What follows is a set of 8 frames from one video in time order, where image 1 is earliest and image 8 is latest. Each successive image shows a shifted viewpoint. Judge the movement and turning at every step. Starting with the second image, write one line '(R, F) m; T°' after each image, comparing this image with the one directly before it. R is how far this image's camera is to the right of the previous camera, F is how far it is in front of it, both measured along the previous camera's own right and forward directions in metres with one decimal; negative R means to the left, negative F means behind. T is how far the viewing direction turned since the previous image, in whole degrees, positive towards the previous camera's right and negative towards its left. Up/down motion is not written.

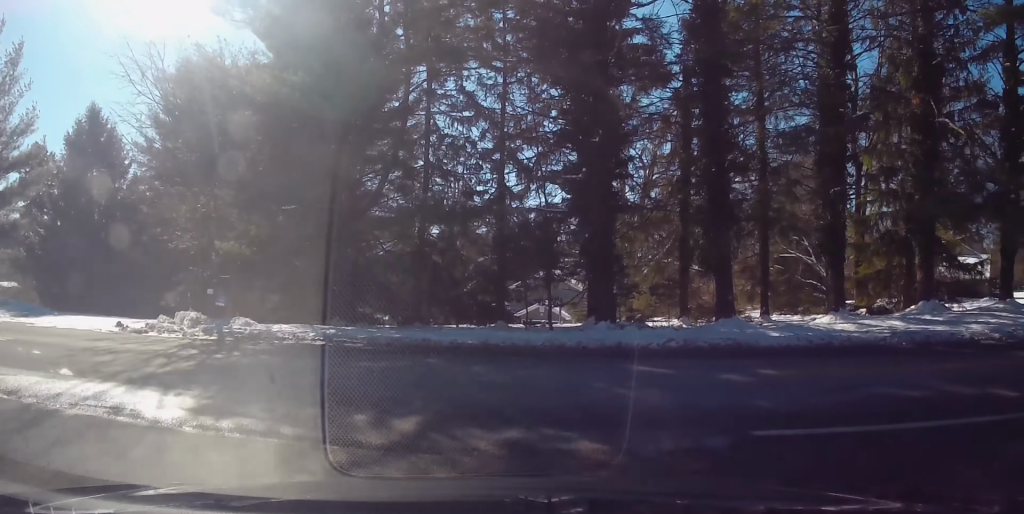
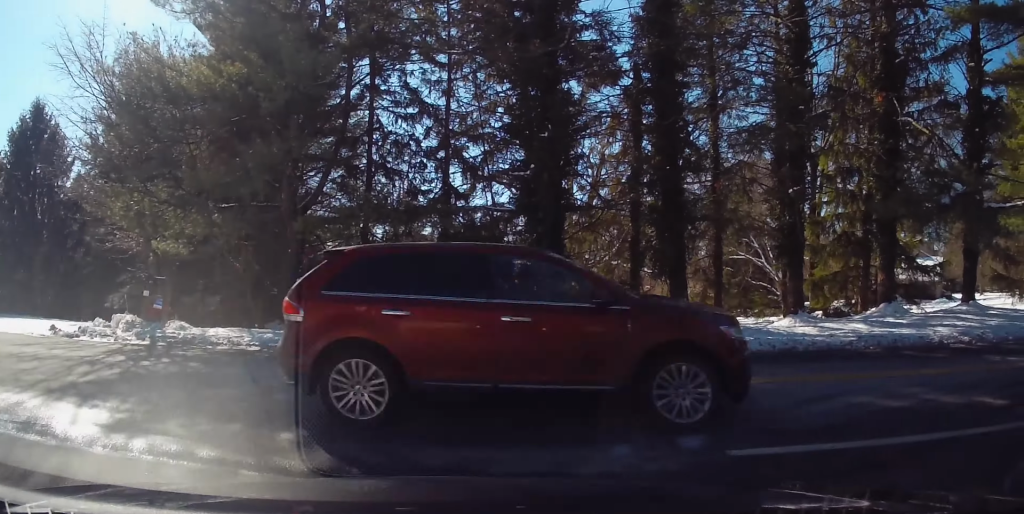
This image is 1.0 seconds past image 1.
(+0.2, +3.5) m; +19°
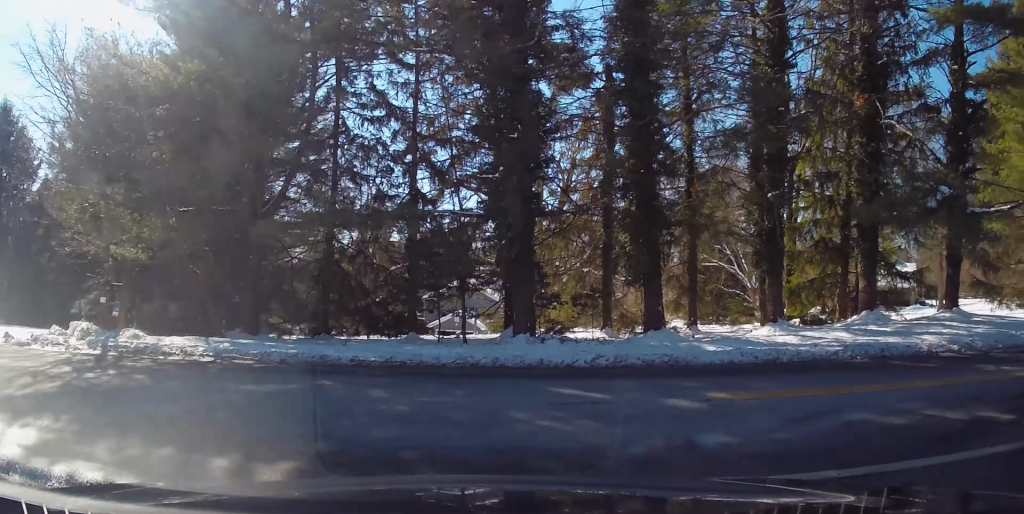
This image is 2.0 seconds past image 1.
(-0.1, +3.2) m; +31°
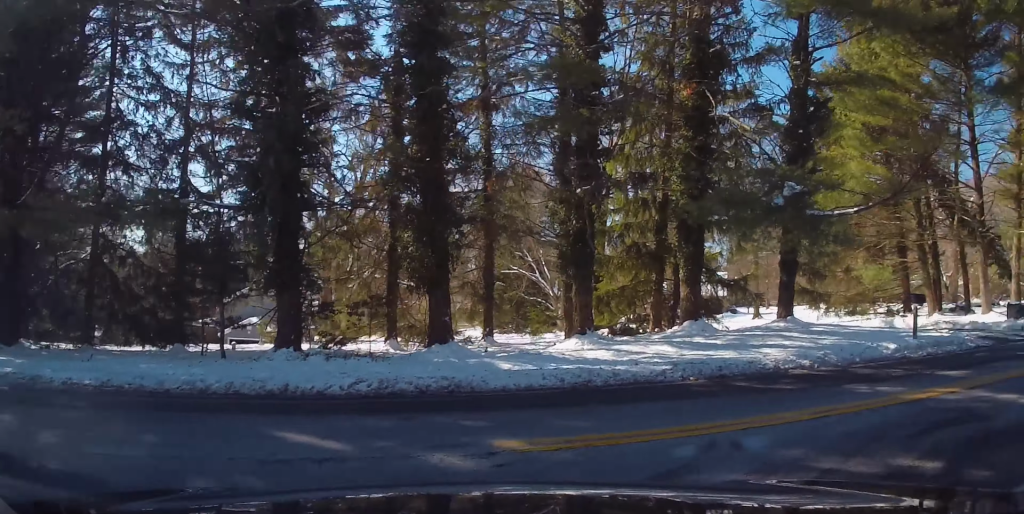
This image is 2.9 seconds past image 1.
(+0.7, +3.0) m; +23°
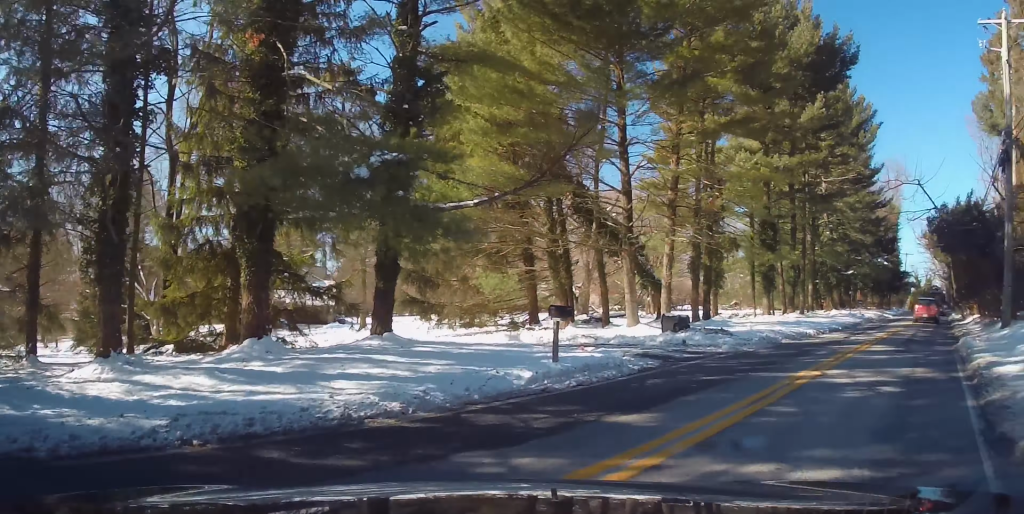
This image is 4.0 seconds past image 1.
(+1.9, +5.1) m; +19°
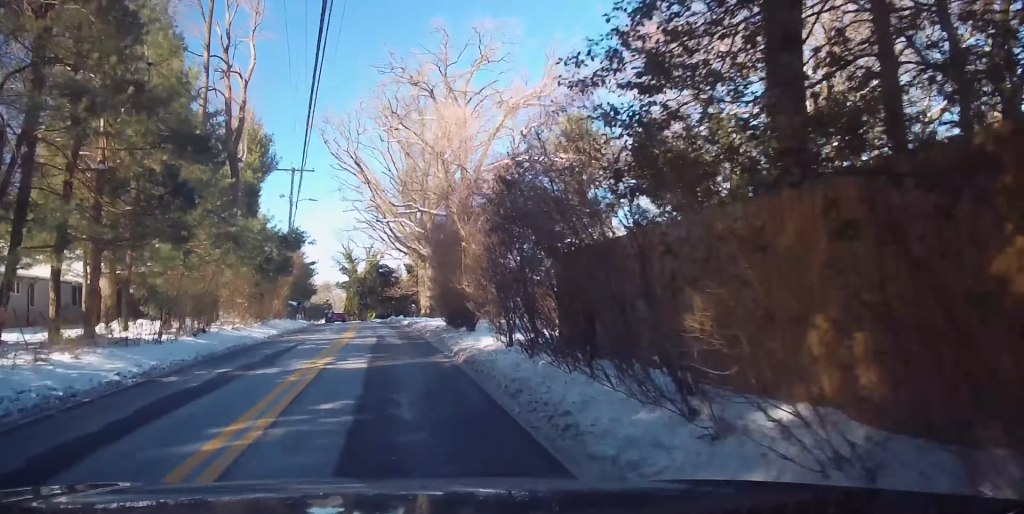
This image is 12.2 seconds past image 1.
(+24.9, +82.1) m; +17°
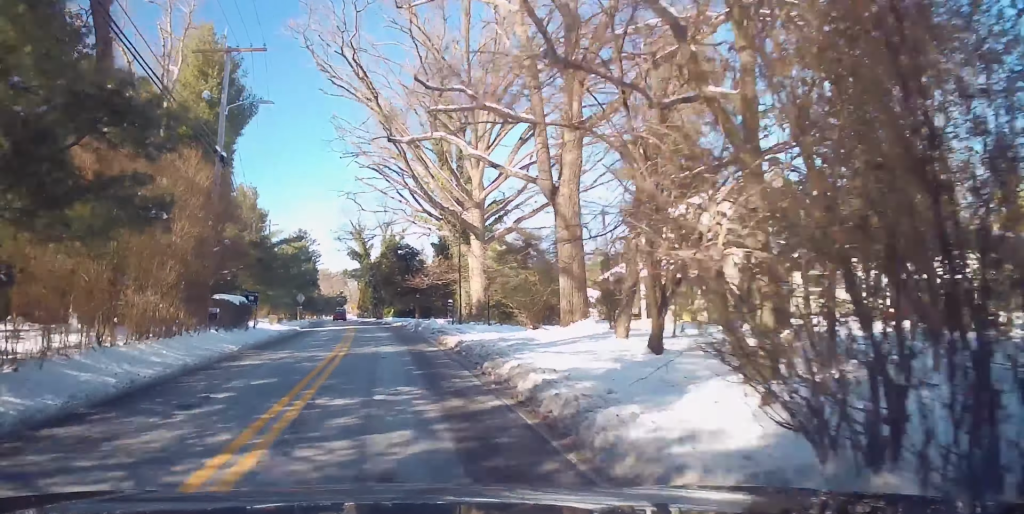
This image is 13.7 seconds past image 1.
(-0.8, +21.1) m; -3°
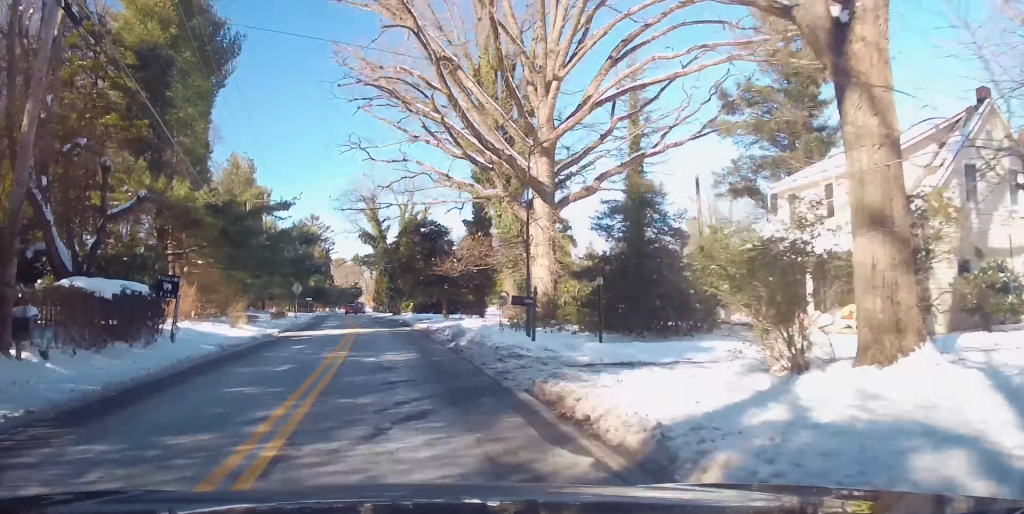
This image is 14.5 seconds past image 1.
(-0.1, +12.6) m; -2°
